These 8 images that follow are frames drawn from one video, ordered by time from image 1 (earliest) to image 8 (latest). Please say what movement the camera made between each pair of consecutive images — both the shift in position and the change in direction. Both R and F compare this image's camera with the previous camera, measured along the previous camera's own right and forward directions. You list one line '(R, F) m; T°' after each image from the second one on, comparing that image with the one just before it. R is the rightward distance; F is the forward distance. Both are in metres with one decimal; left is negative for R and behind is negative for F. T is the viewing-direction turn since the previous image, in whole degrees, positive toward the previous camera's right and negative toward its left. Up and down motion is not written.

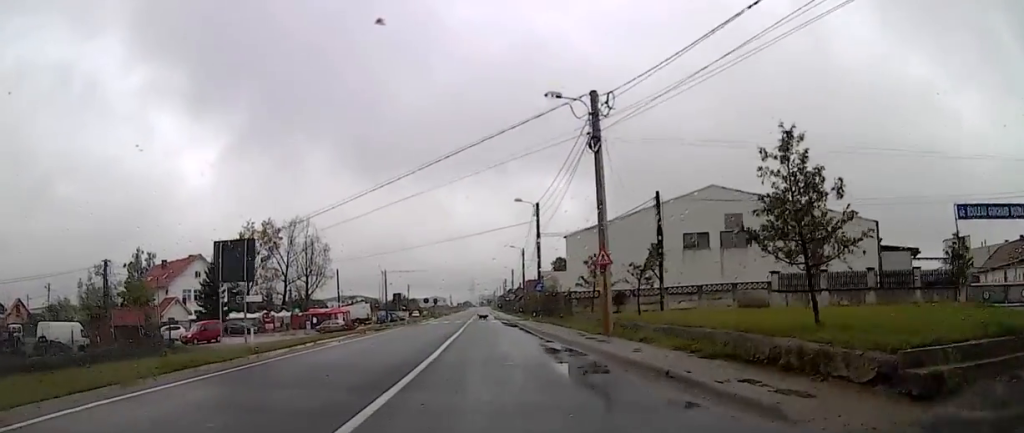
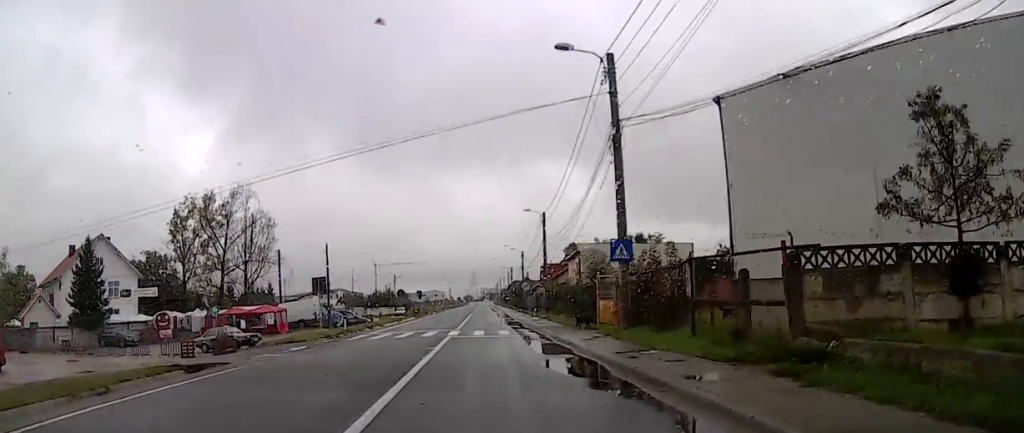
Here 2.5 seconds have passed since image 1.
(-1.7, +29.3) m; -2°
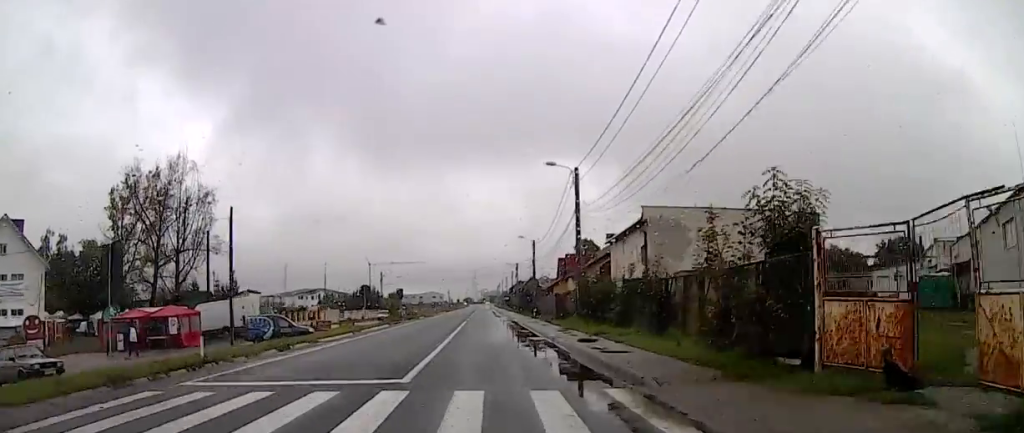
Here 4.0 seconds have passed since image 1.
(-0.9, +19.4) m; -5°
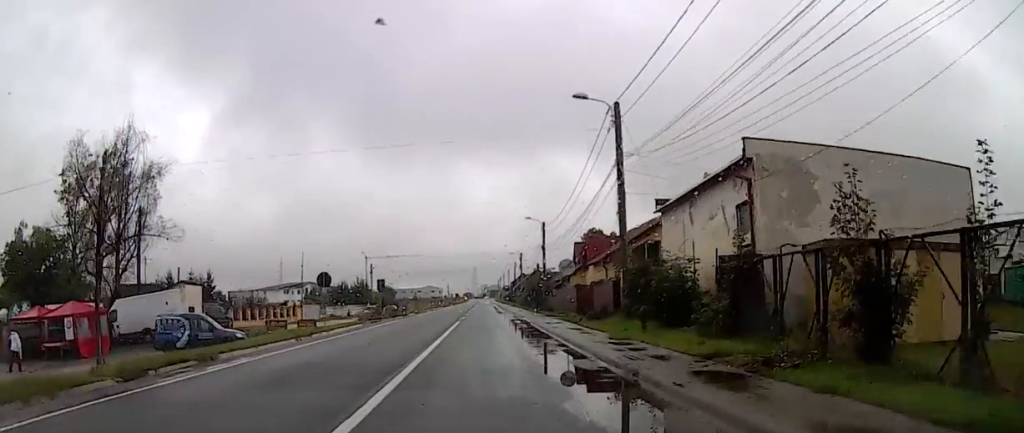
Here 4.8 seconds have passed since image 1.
(-0.7, +11.2) m; +3°
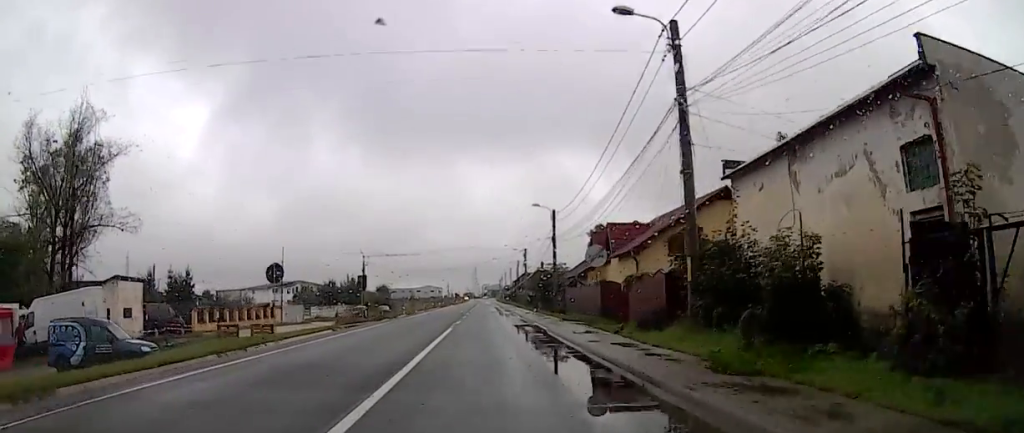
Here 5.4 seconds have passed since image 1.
(+0.9, +8.2) m; +4°
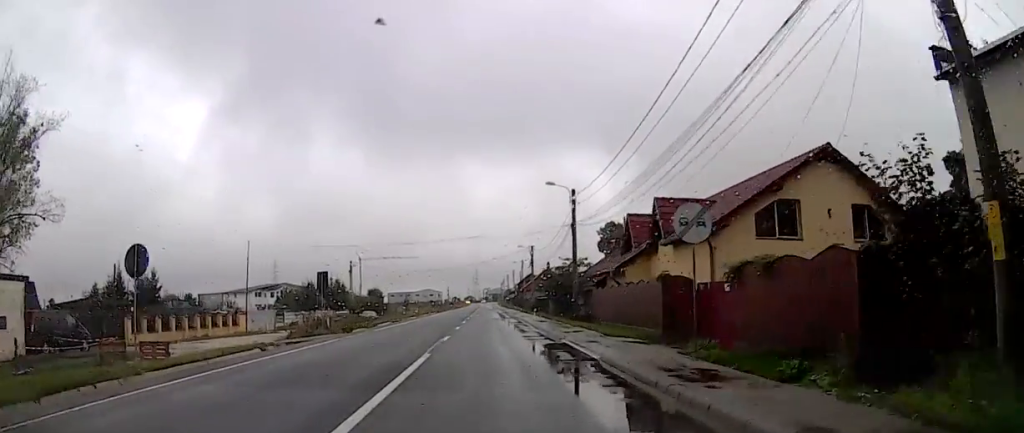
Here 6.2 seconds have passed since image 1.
(+0.4, +11.8) m; 0°
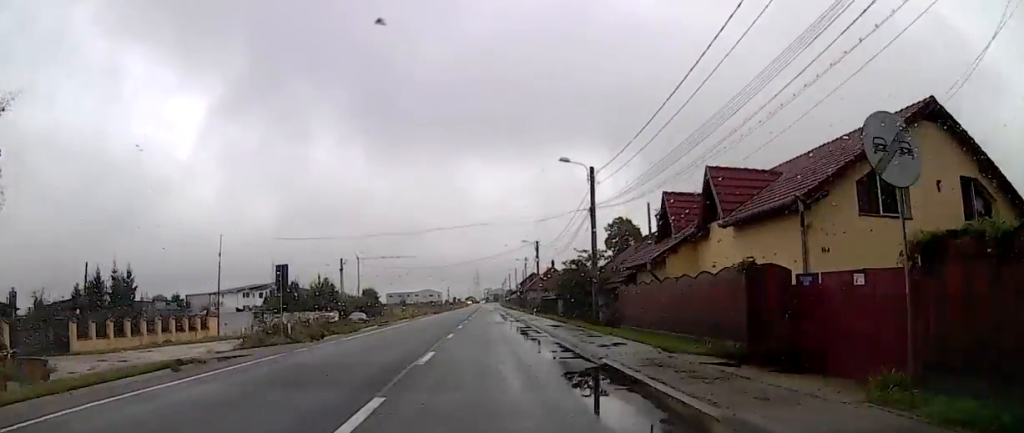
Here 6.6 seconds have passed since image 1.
(+0.3, +6.9) m; -2°
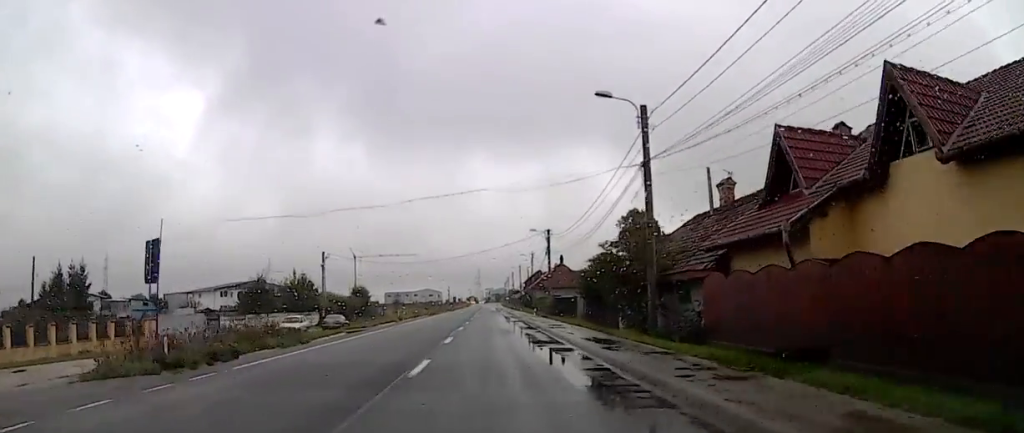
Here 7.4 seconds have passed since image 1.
(-0.9, +11.1) m; -4°
